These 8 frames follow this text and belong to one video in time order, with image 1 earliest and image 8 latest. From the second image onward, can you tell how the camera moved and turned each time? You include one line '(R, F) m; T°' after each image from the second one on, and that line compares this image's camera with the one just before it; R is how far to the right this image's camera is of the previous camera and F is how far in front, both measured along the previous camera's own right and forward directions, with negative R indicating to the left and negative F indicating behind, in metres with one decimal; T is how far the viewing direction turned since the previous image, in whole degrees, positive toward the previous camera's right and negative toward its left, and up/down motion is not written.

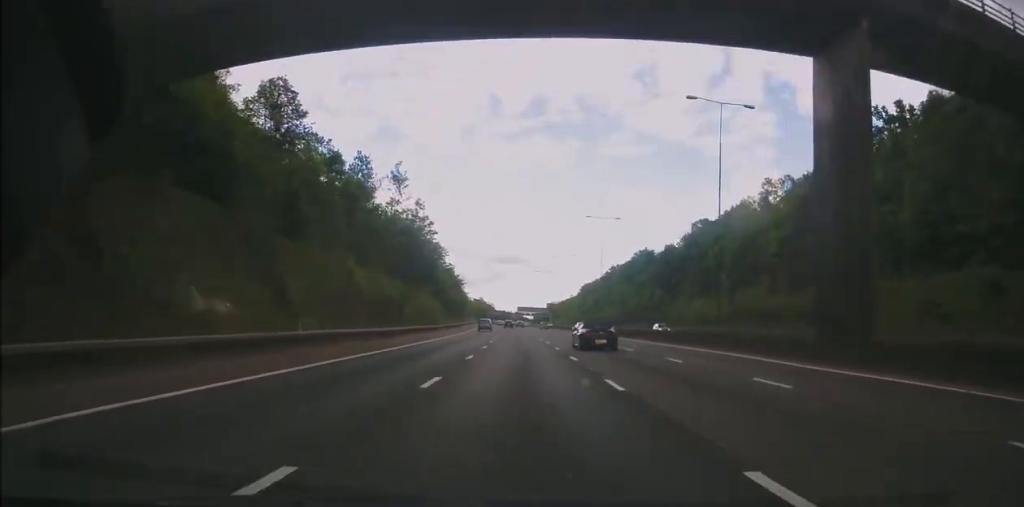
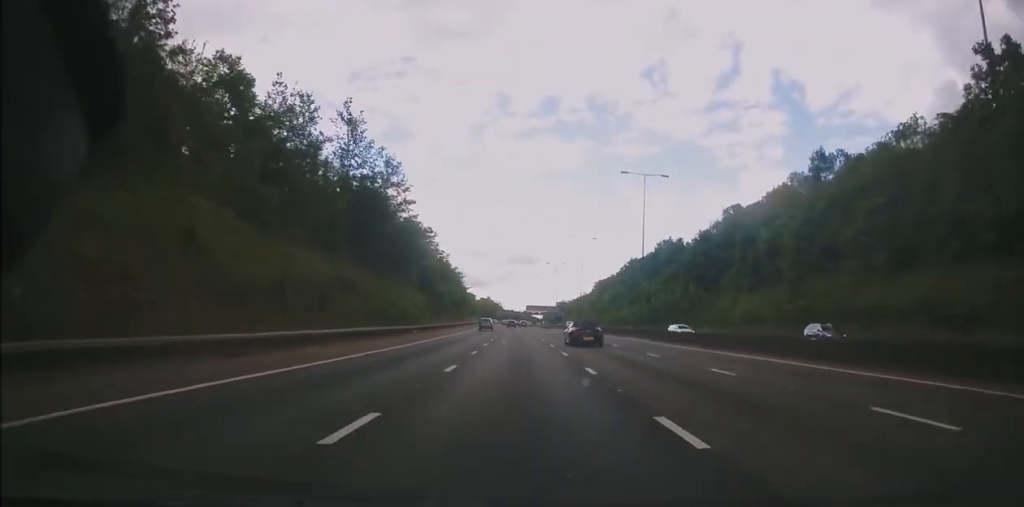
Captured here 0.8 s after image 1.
(-0.2, +23.3) m; -1°
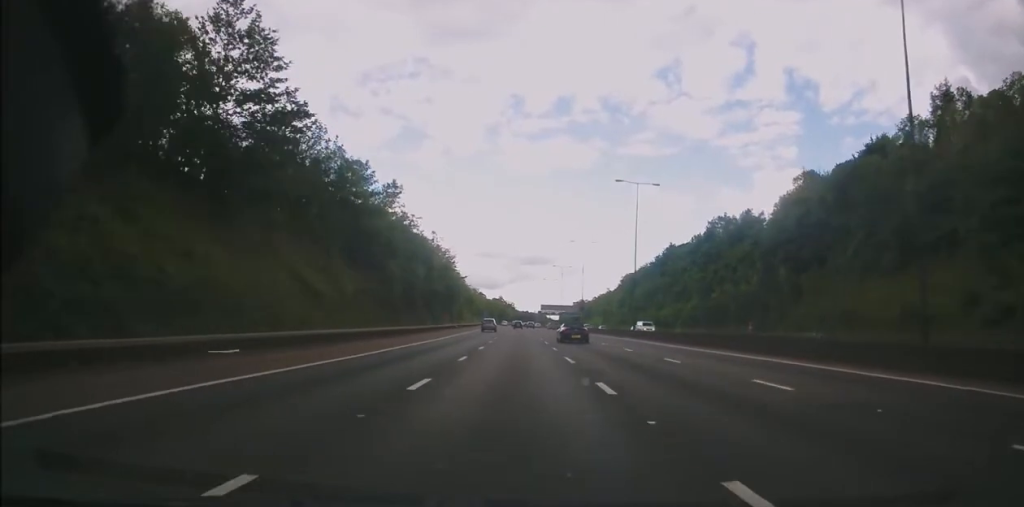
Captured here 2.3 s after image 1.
(-0.4, +41.0) m; -2°
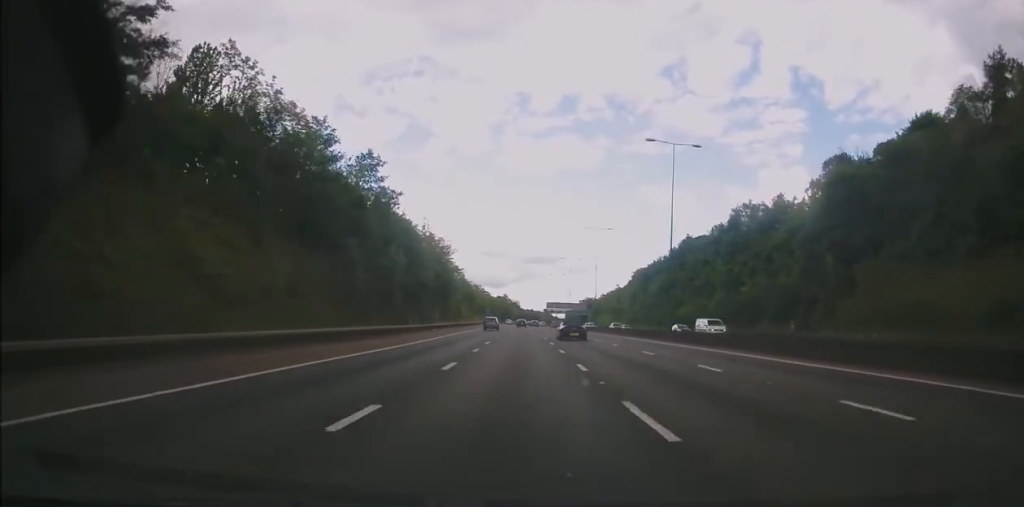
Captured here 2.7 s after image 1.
(-0.2, +12.1) m; -1°
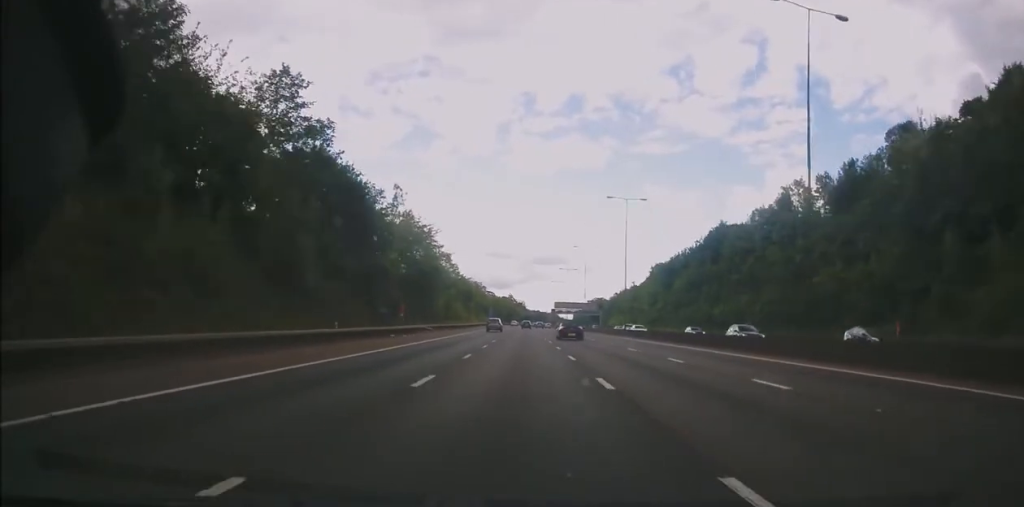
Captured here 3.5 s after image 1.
(-0.3, +21.5) m; -1°
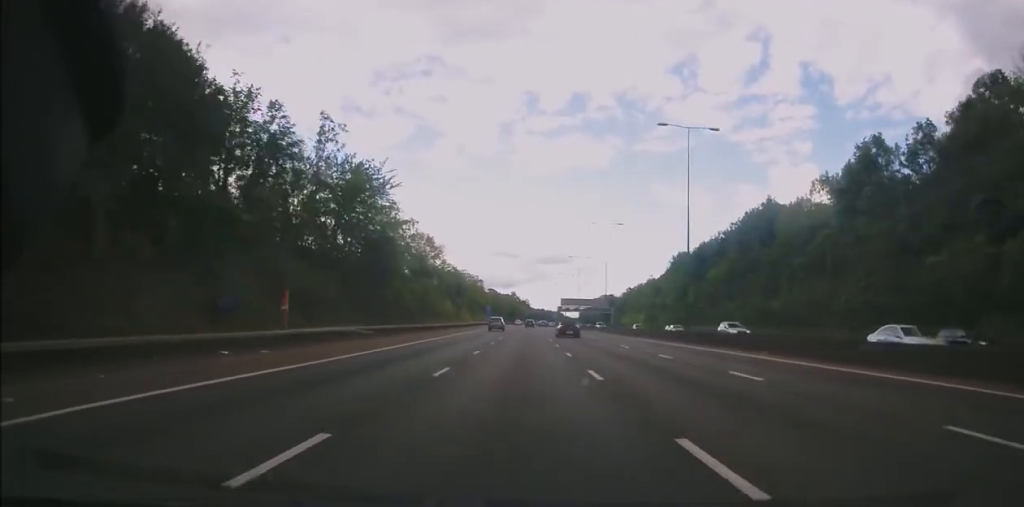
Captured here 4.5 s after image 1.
(0.0, +27.1) m; 0°
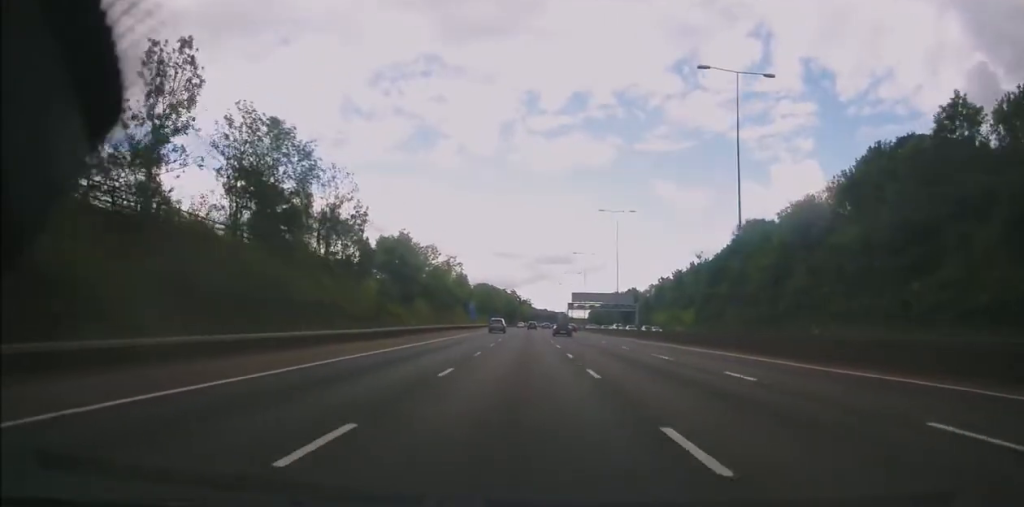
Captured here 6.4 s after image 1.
(-0.9, +53.5) m; -1°
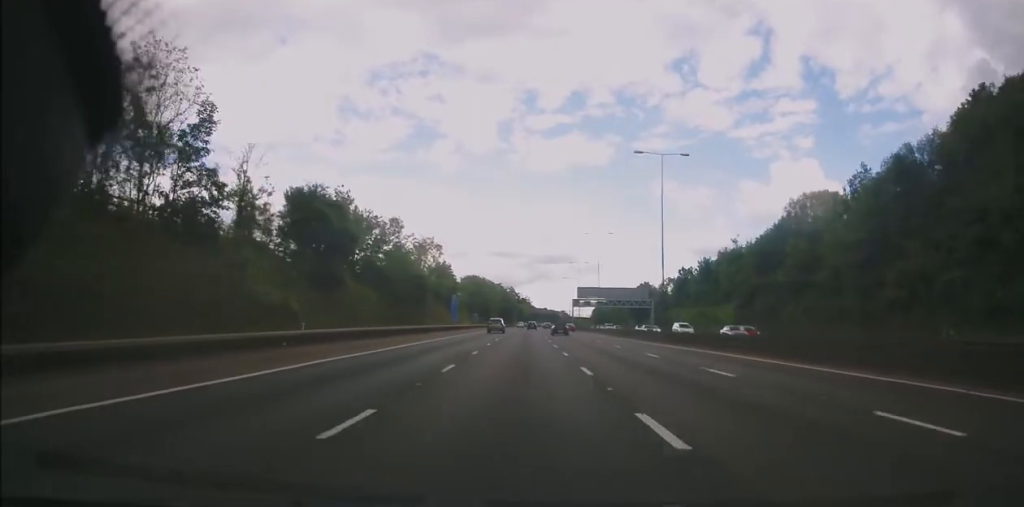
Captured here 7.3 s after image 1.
(+0.5, +25.7) m; 0°
